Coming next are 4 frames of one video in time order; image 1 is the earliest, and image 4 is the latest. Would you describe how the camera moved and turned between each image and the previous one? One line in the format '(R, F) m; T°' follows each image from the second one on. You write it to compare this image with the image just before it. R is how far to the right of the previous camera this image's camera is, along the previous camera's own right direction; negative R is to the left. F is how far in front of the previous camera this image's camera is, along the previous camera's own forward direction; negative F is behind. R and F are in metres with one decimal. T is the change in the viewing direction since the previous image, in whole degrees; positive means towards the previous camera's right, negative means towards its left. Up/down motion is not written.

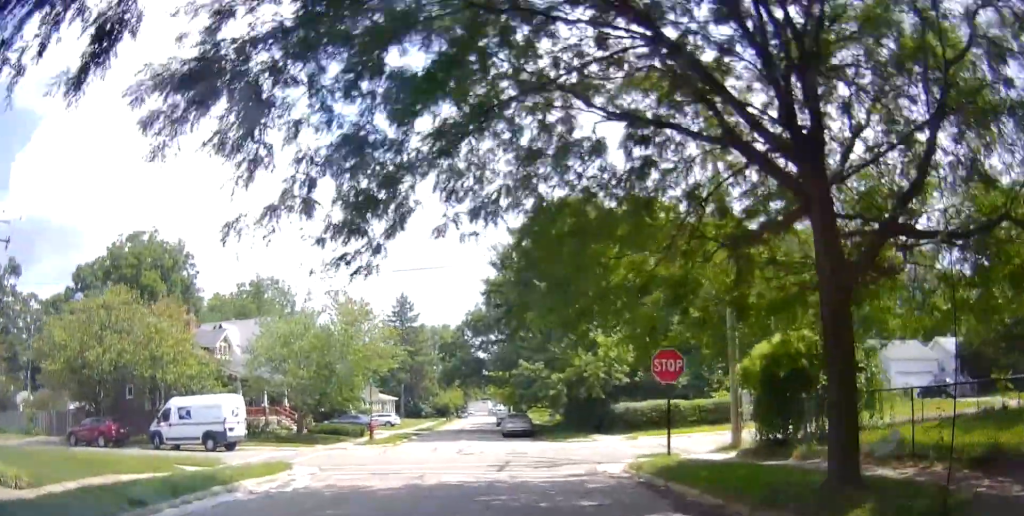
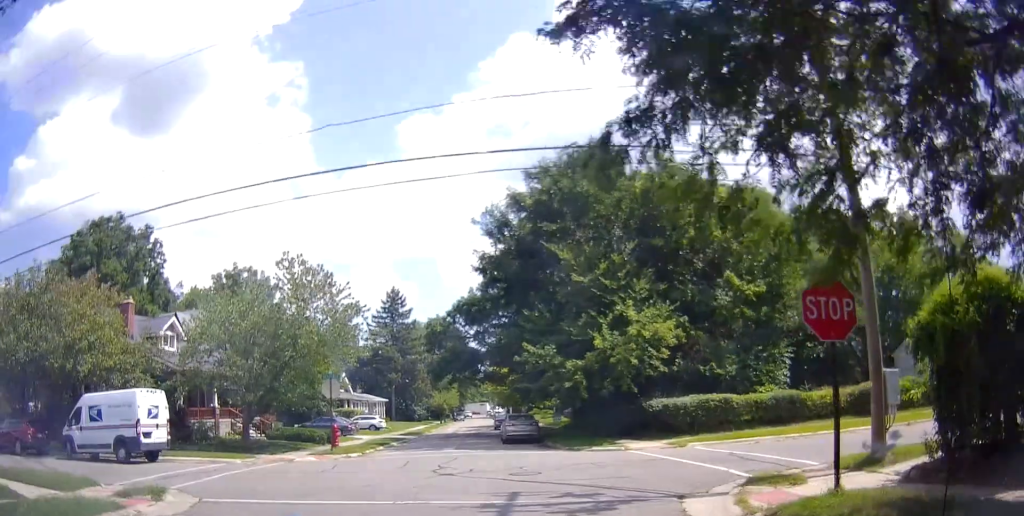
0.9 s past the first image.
(0.0, +8.7) m; -2°
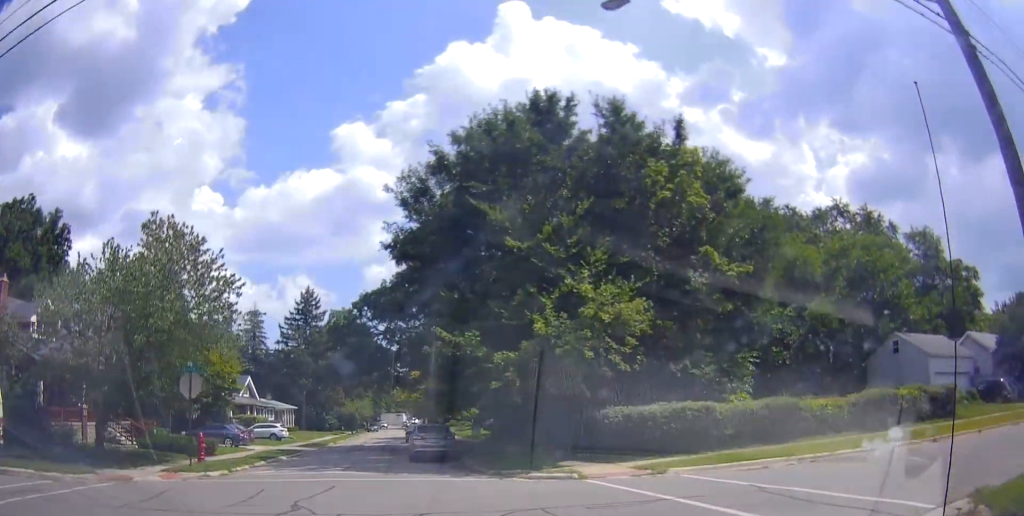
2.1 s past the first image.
(-0.4, +9.4) m; +8°
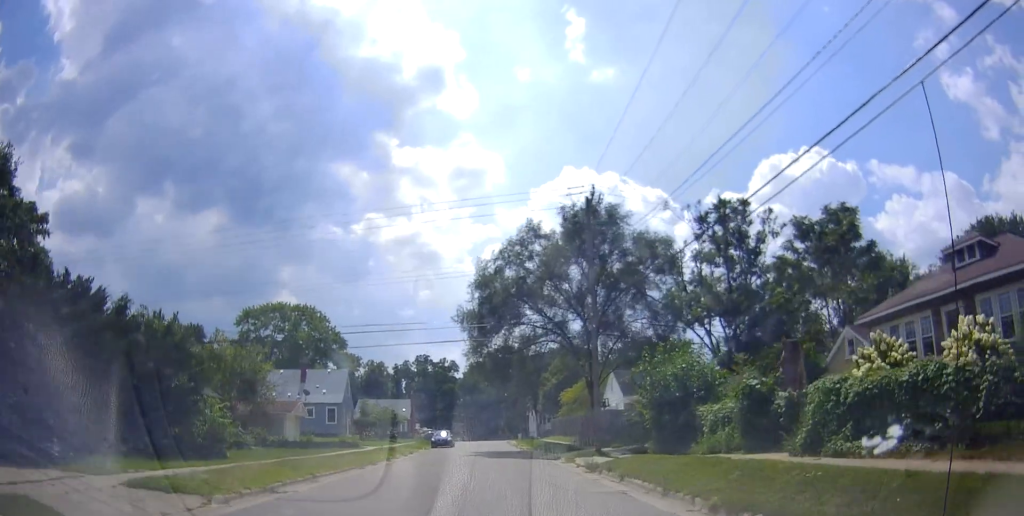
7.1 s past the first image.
(+17.9, +12.7) m; +86°
